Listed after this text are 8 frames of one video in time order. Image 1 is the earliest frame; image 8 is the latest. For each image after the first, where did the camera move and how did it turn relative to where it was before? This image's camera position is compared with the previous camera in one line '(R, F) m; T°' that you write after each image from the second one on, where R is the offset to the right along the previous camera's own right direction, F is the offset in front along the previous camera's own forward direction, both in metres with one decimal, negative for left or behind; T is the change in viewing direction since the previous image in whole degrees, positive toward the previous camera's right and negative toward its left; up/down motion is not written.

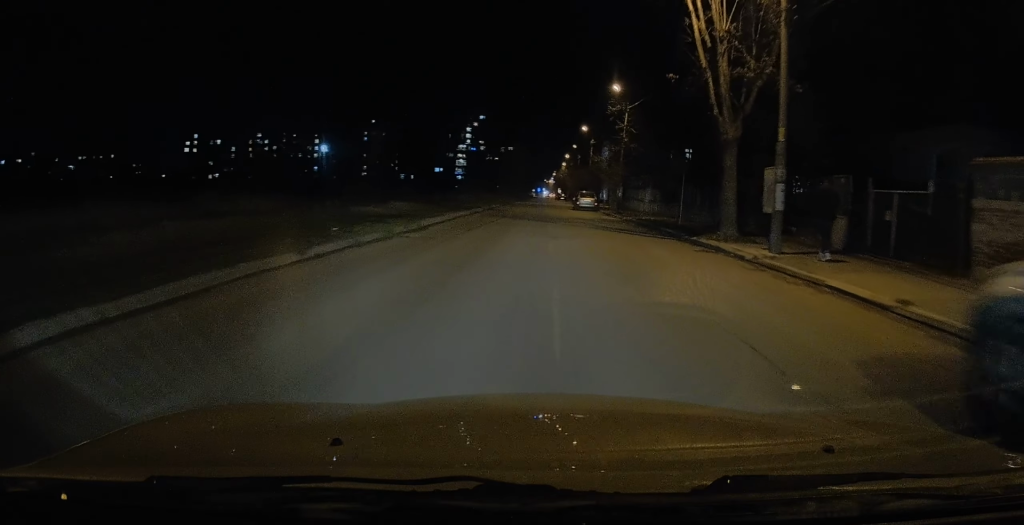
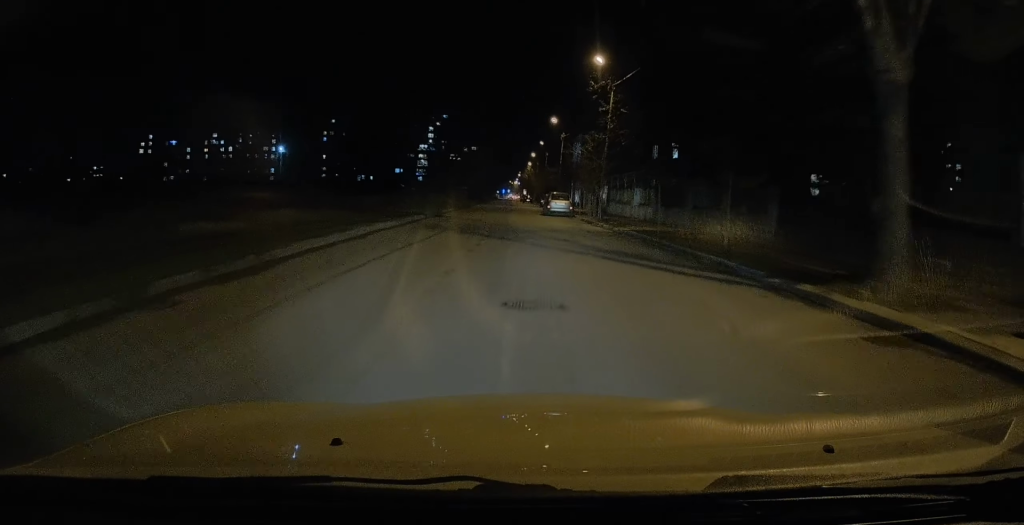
(-0.2, +10.1) m; +1°
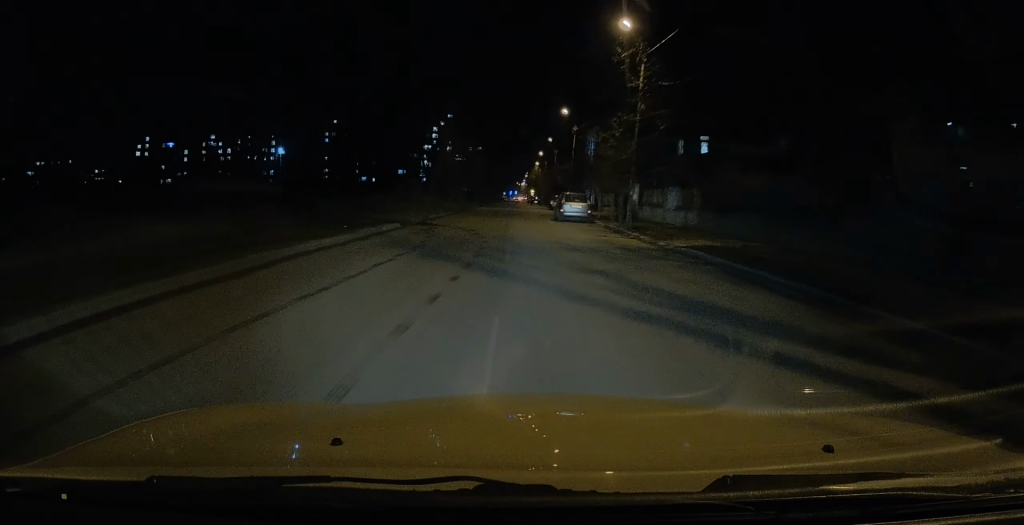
(+0.2, +7.7) m; +2°
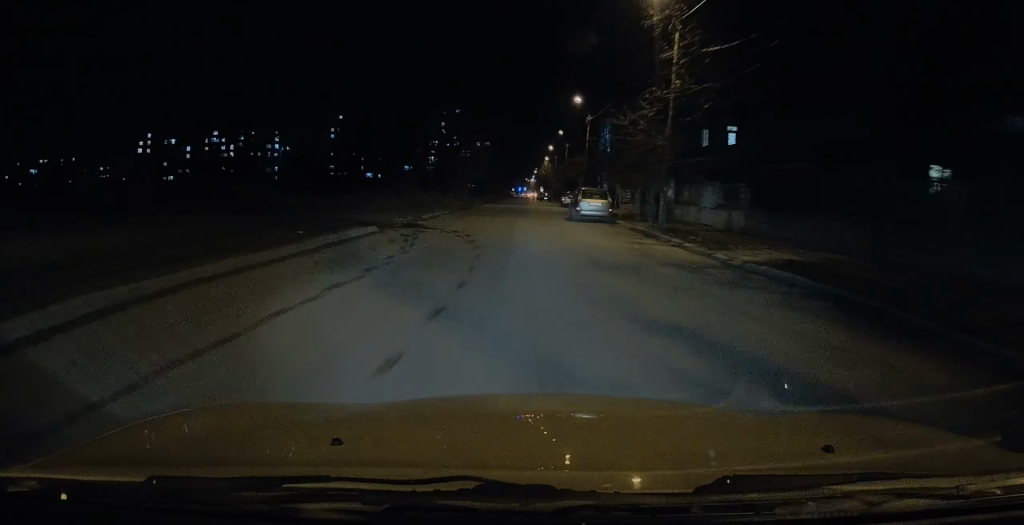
(+0.2, +4.9) m; 0°
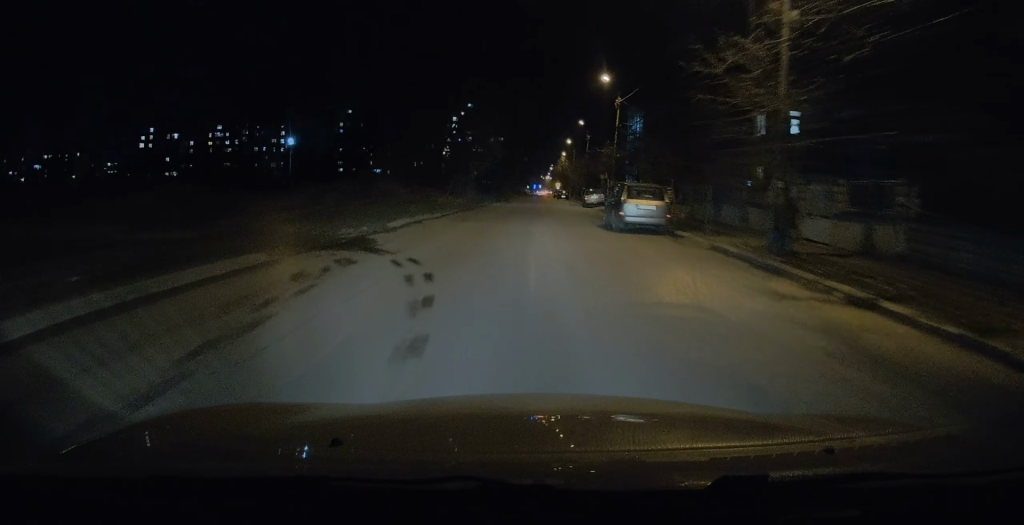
(-0.1, +8.9) m; -1°
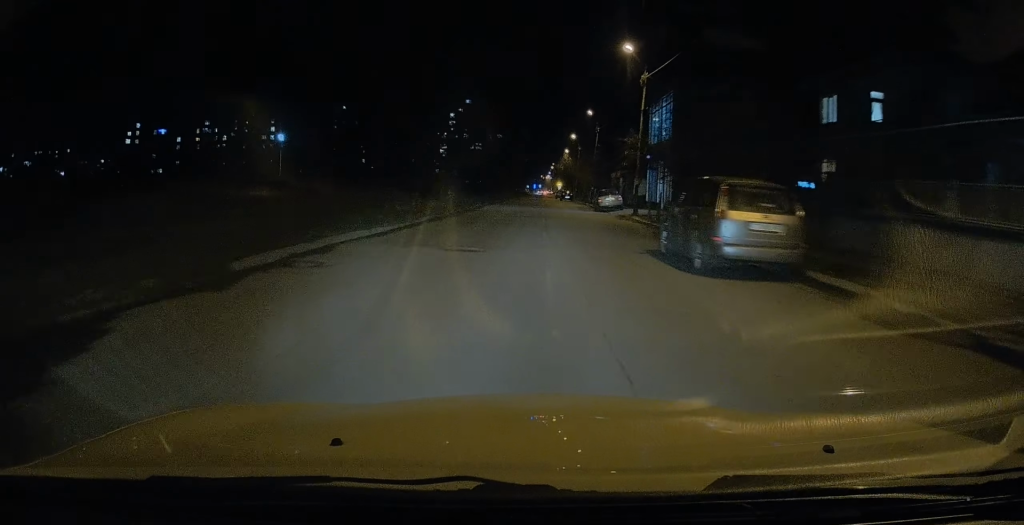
(-0.2, +9.8) m; -1°
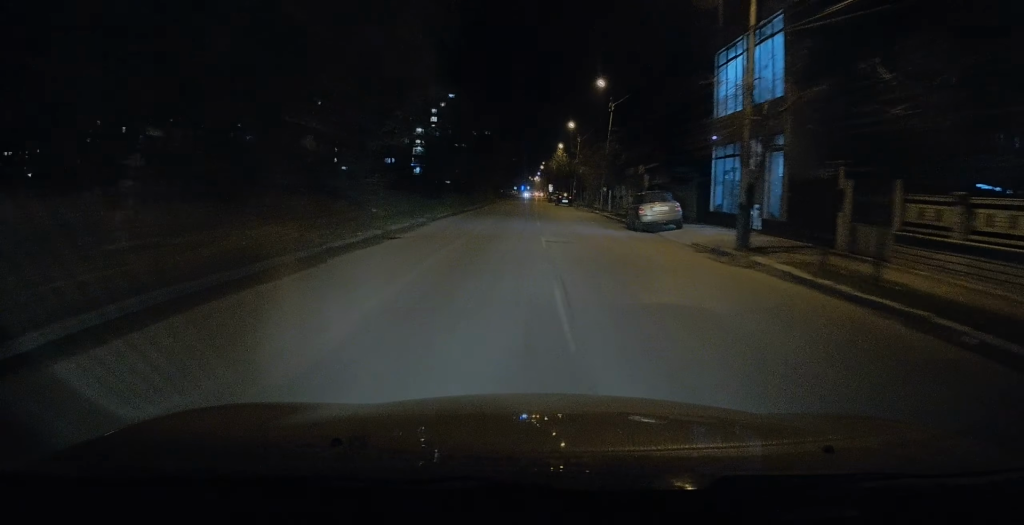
(0.0, +19.2) m; 0°
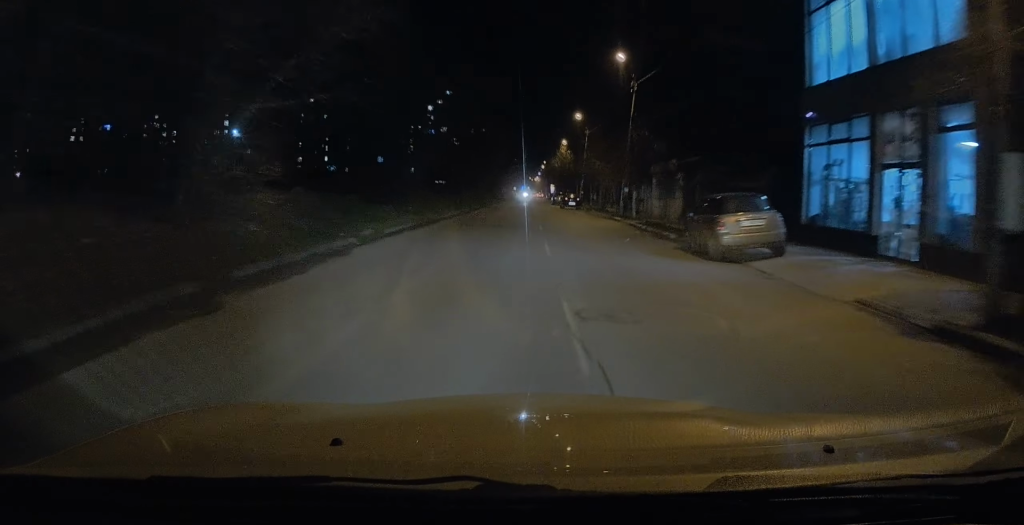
(+0.1, +9.6) m; 0°
